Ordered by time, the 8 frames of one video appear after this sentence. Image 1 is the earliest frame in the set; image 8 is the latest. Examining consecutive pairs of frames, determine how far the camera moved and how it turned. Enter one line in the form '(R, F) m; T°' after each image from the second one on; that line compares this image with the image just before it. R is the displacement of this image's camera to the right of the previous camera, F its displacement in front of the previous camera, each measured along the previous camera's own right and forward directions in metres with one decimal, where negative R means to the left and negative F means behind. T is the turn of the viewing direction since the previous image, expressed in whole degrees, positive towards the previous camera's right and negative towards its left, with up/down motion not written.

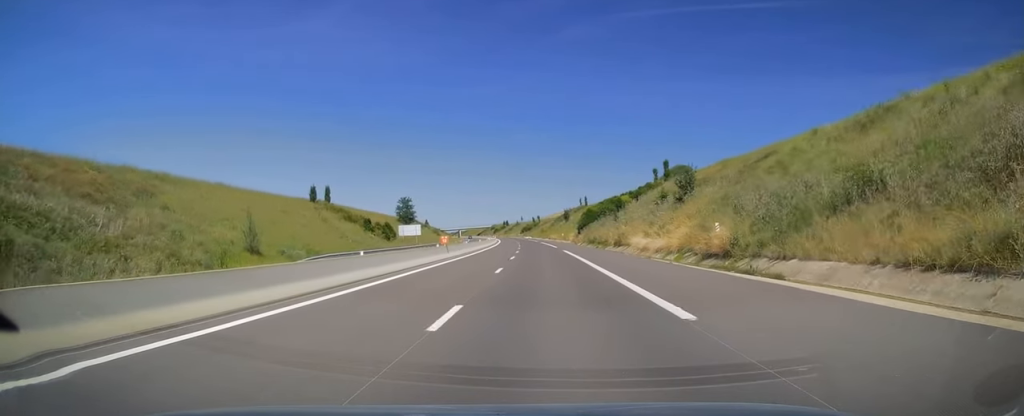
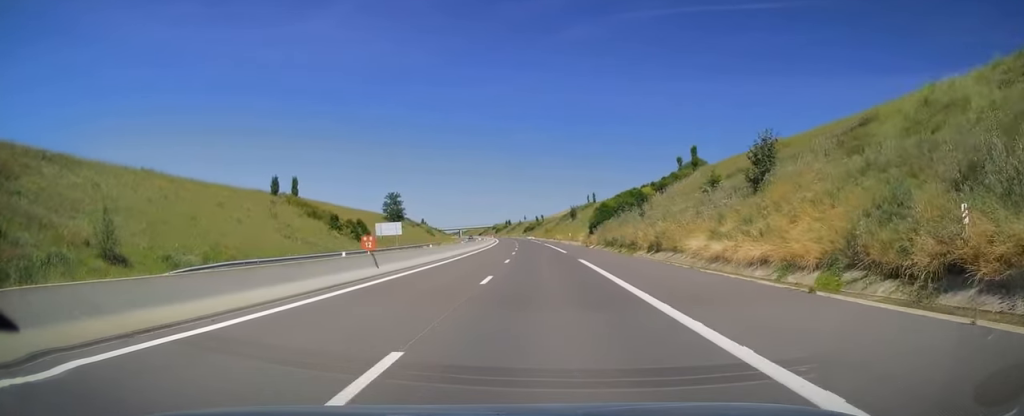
(0.0, +17.6) m; -1°
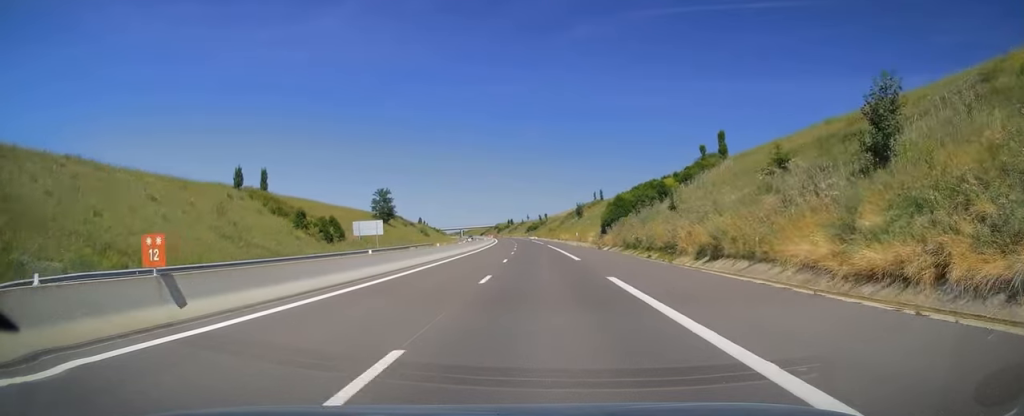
(-0.2, +12.7) m; 0°
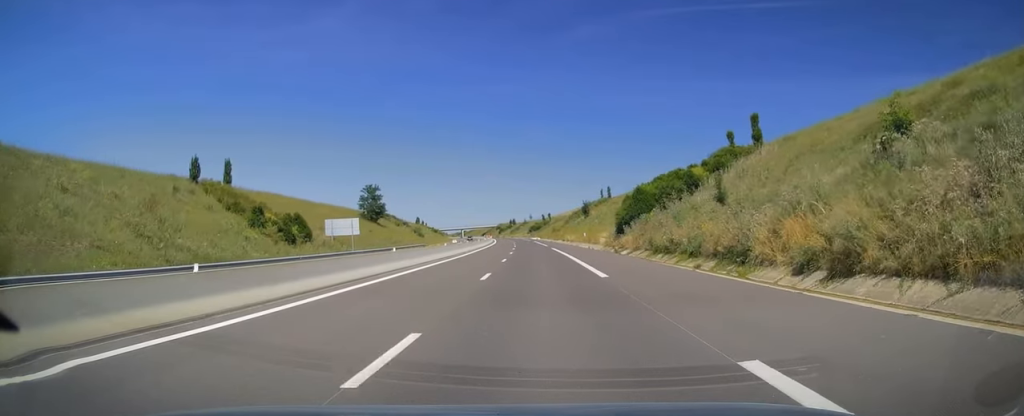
(-0.1, +11.7) m; 0°
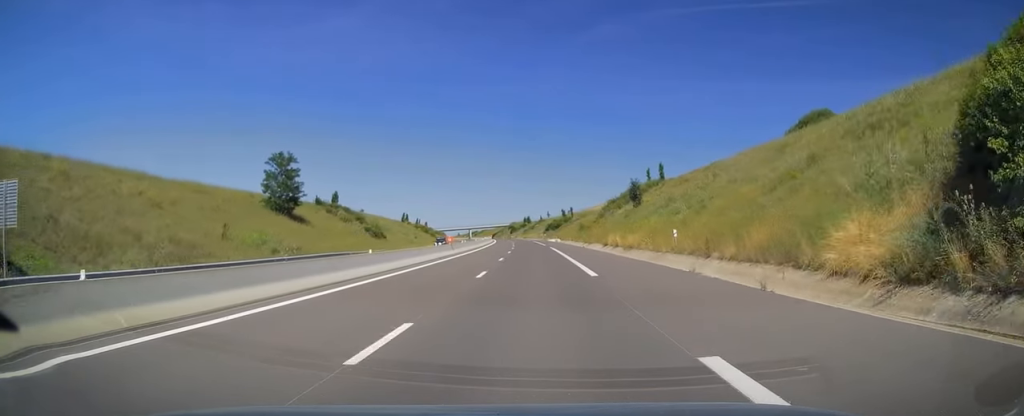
(-0.2, +50.9) m; -1°
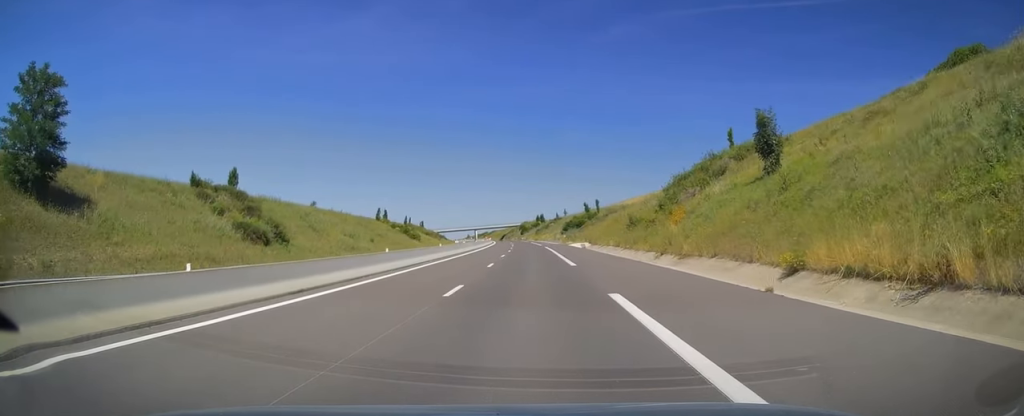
(-0.7, +44.5) m; -2°
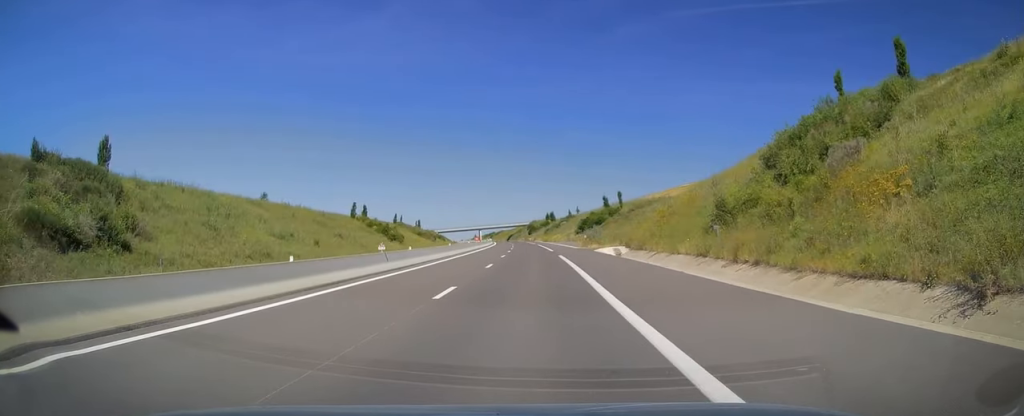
(-0.3, +26.5) m; -1°
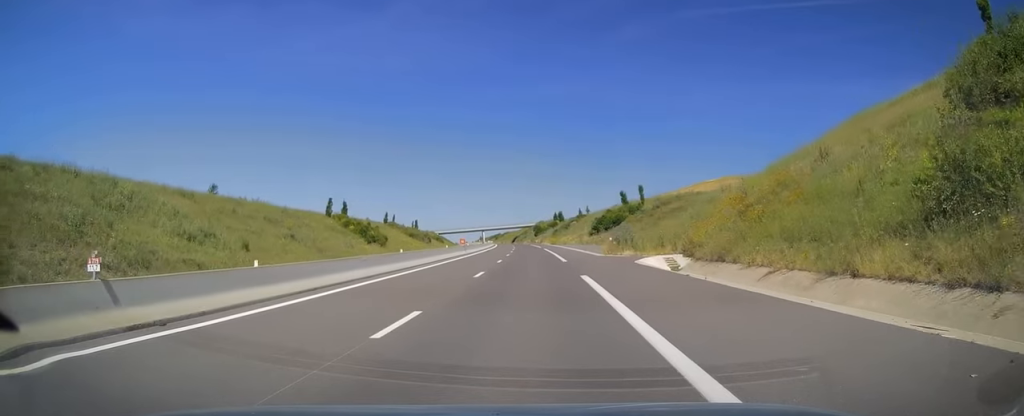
(-0.1, +18.1) m; 0°
